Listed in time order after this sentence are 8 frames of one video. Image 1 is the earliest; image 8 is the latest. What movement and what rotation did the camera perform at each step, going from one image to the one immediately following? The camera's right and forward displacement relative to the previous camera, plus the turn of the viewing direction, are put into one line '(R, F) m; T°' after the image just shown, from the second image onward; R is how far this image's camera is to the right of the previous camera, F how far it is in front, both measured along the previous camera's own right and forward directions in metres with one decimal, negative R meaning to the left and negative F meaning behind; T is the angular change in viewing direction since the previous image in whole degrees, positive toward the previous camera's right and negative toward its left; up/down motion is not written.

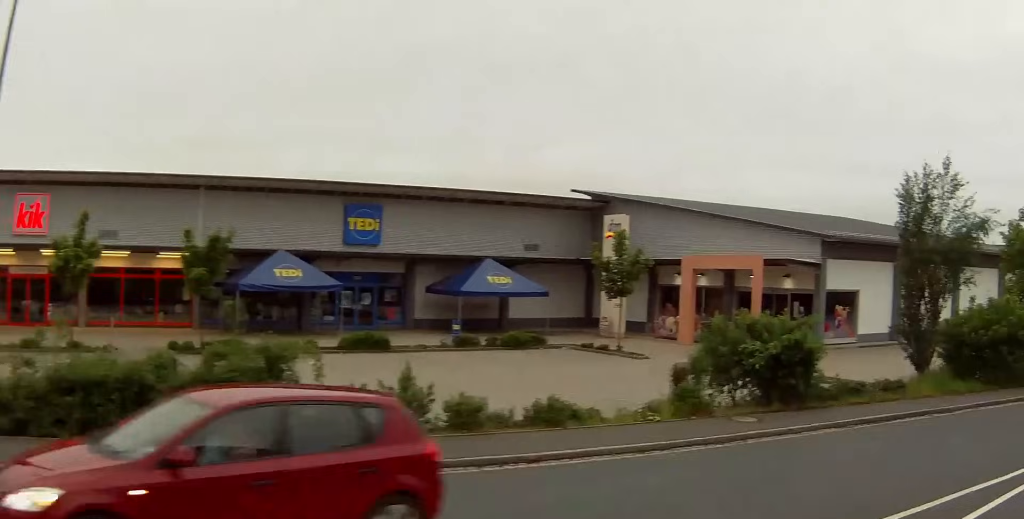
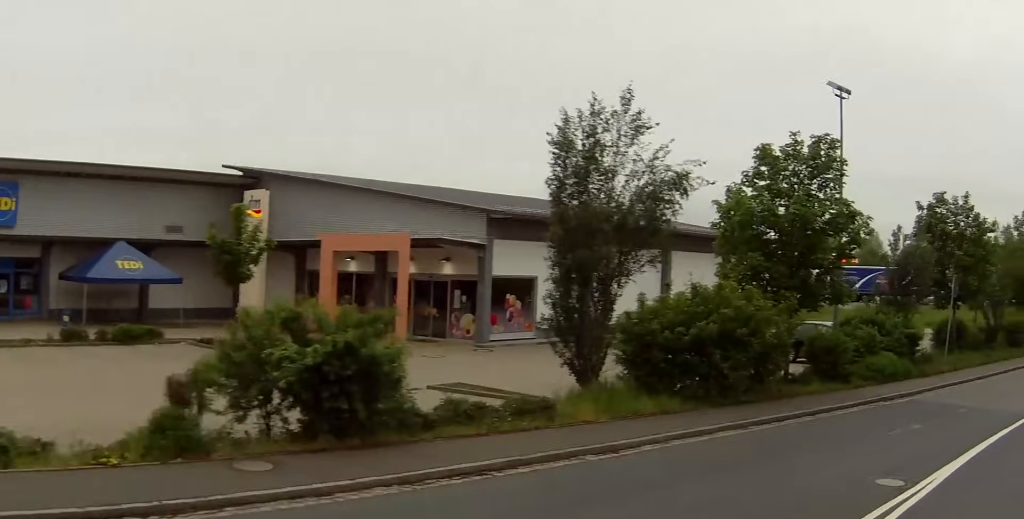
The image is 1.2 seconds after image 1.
(+1.2, +4.1) m; +27°
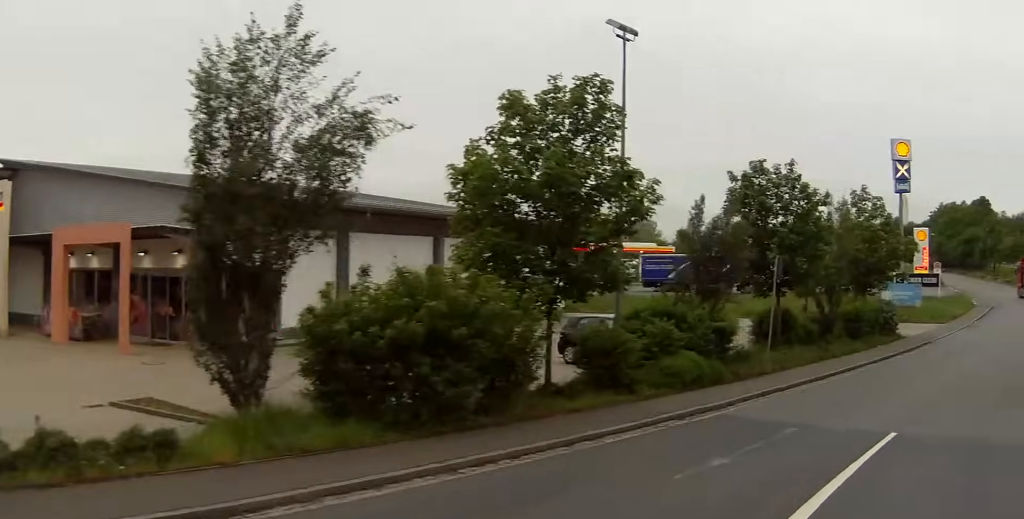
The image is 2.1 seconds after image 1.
(+0.4, +2.7) m; +10°
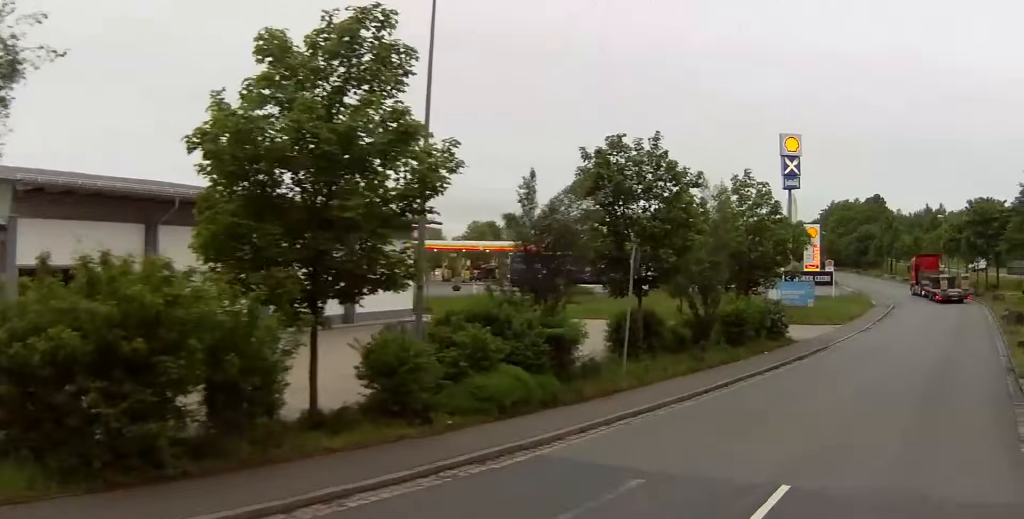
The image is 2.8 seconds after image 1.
(+0.1, +2.4) m; +2°
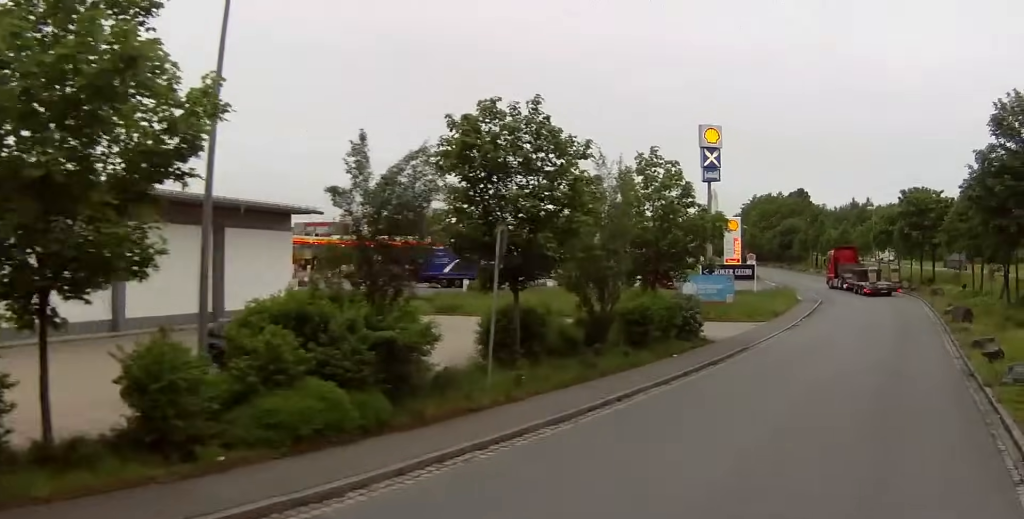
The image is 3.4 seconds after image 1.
(0.0, +2.2) m; -1°
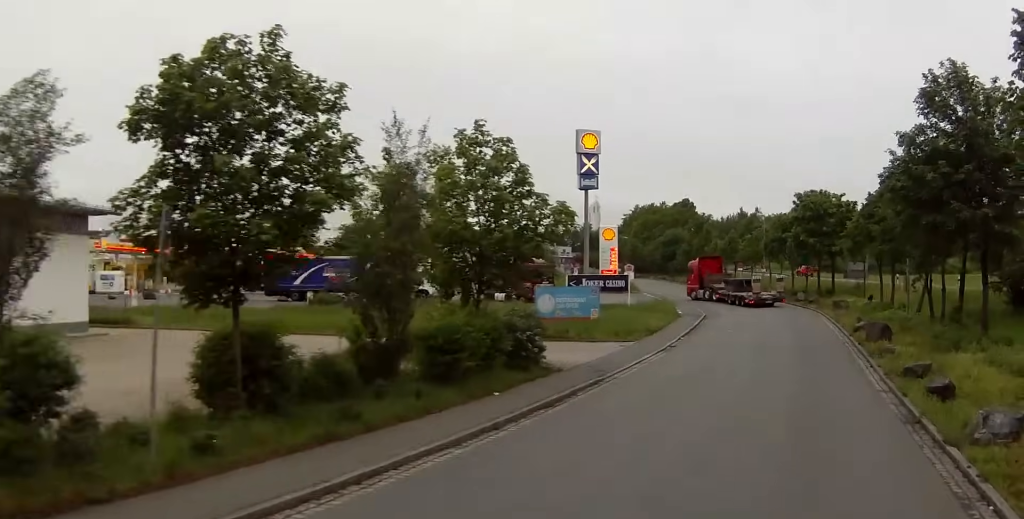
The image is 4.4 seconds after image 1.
(-0.2, +4.5) m; +4°
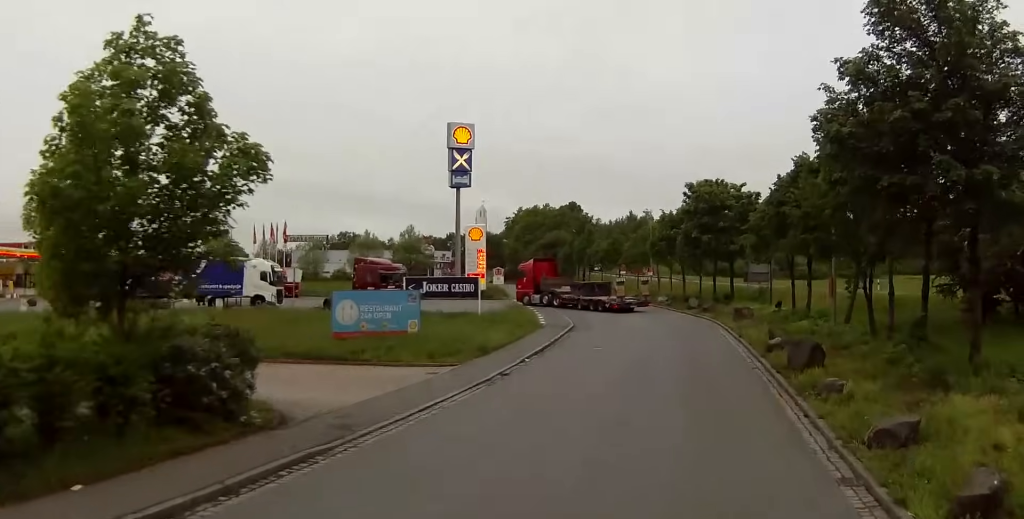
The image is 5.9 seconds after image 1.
(+1.1, +8.3) m; +7°
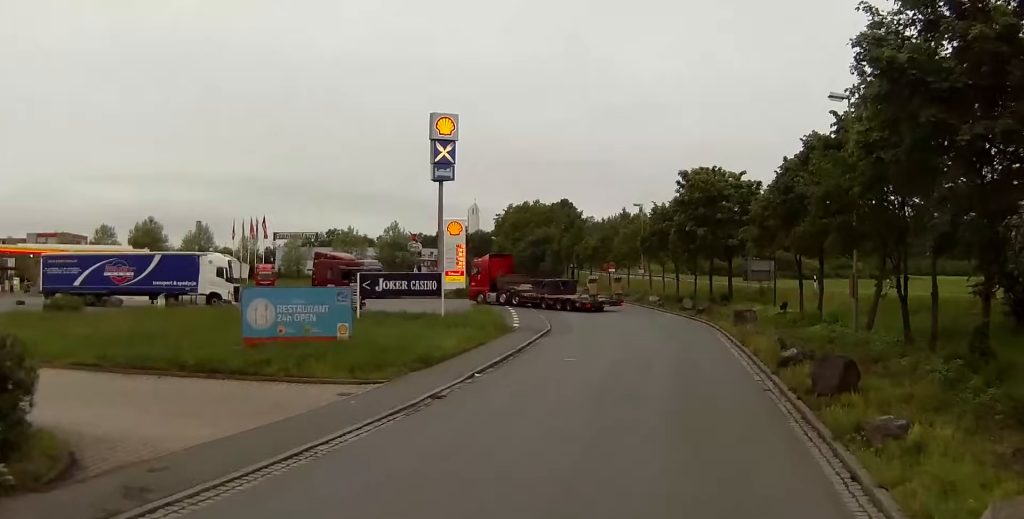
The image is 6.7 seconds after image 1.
(0.0, +5.3) m; -3°
